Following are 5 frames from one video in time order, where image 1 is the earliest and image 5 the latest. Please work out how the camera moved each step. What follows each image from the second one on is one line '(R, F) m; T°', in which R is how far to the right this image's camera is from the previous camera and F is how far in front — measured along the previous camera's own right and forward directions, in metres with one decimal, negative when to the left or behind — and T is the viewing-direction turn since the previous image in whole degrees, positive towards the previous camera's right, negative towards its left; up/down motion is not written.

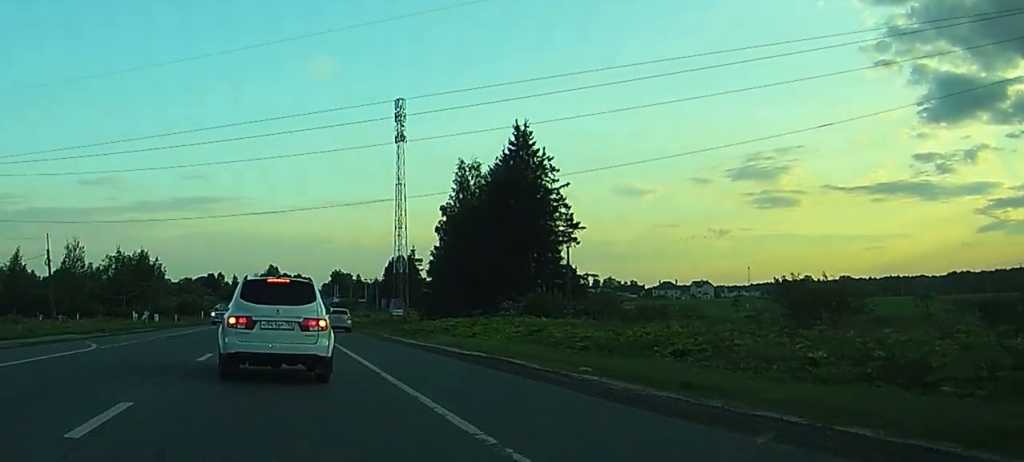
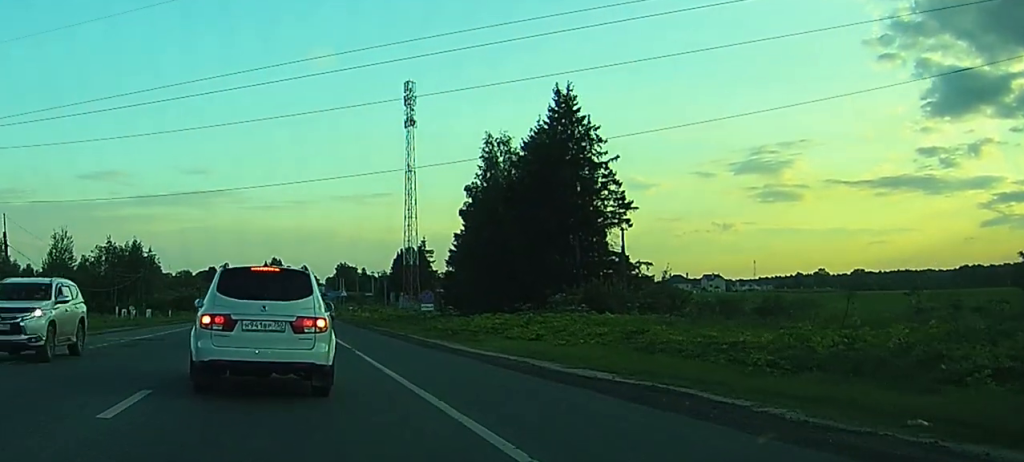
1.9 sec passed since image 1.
(0.0, +10.9) m; 0°
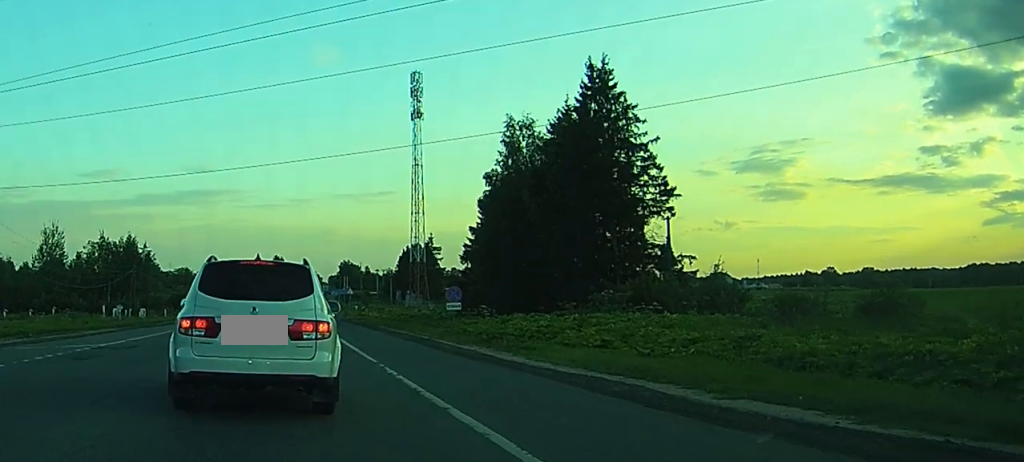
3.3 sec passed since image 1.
(+0.2, +7.1) m; +4°
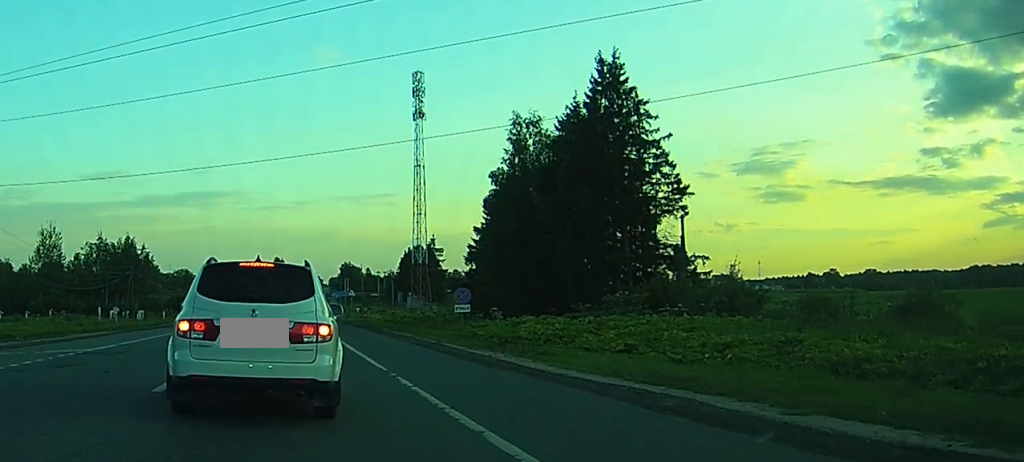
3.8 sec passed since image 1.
(0.0, +2.2) m; 0°
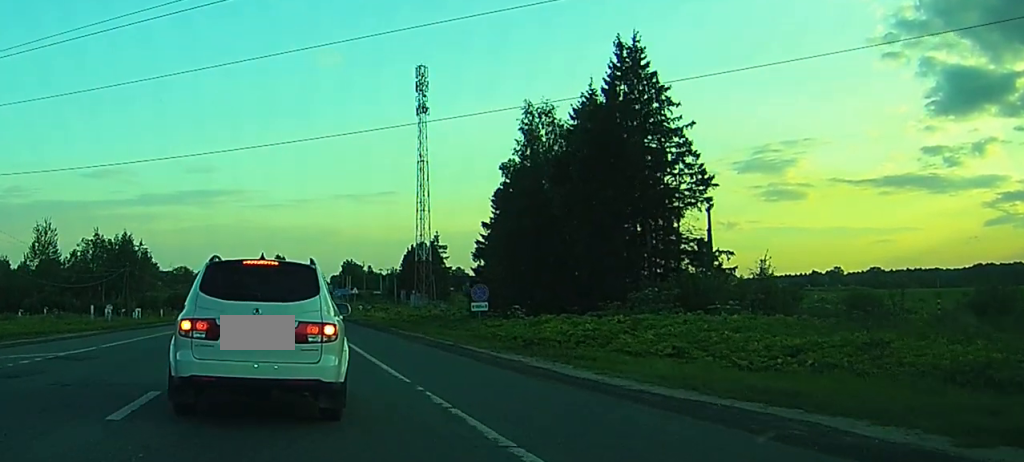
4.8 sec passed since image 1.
(0.0, +3.8) m; -3°
